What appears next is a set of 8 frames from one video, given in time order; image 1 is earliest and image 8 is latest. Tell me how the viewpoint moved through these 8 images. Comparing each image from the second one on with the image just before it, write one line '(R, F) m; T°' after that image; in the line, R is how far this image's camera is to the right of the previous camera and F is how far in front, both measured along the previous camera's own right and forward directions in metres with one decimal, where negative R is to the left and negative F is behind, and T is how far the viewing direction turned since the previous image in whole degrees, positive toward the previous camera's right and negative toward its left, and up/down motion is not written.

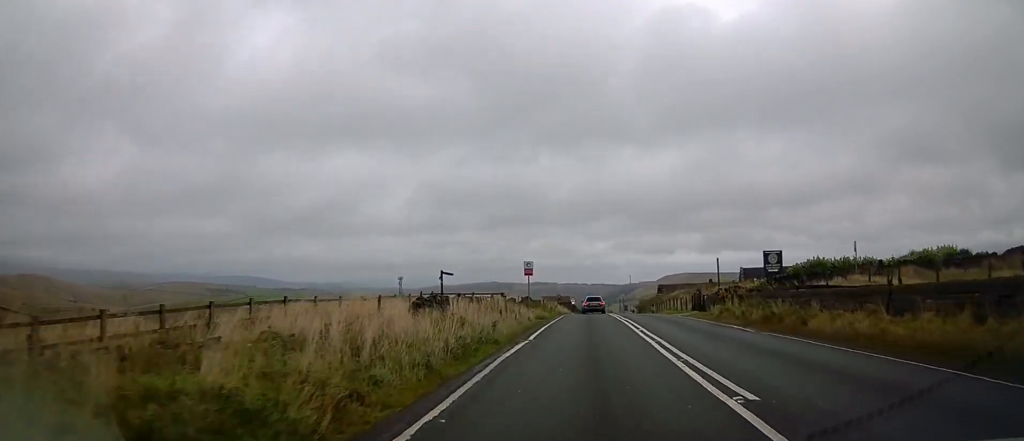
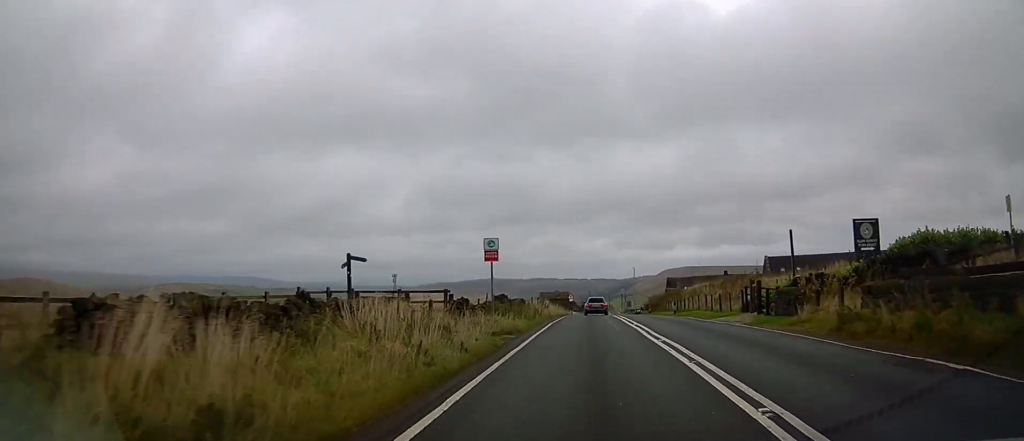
(+0.1, +12.5) m; 0°
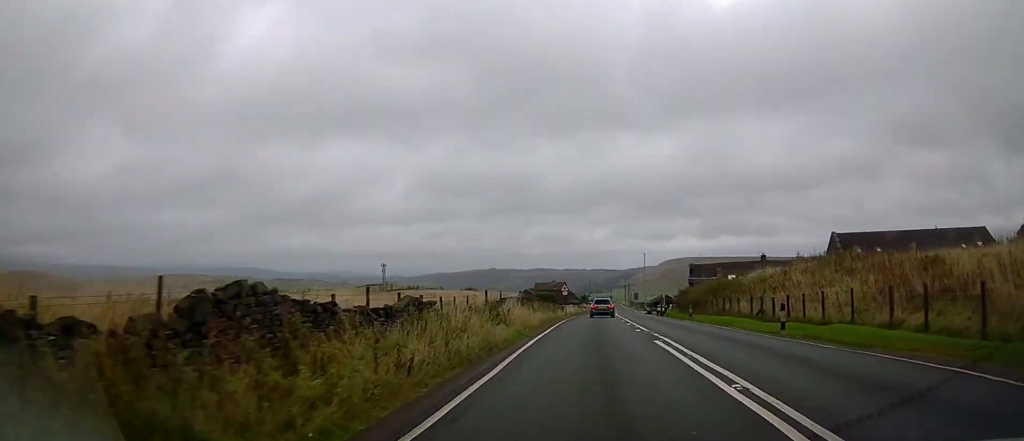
(-0.2, +21.7) m; 0°
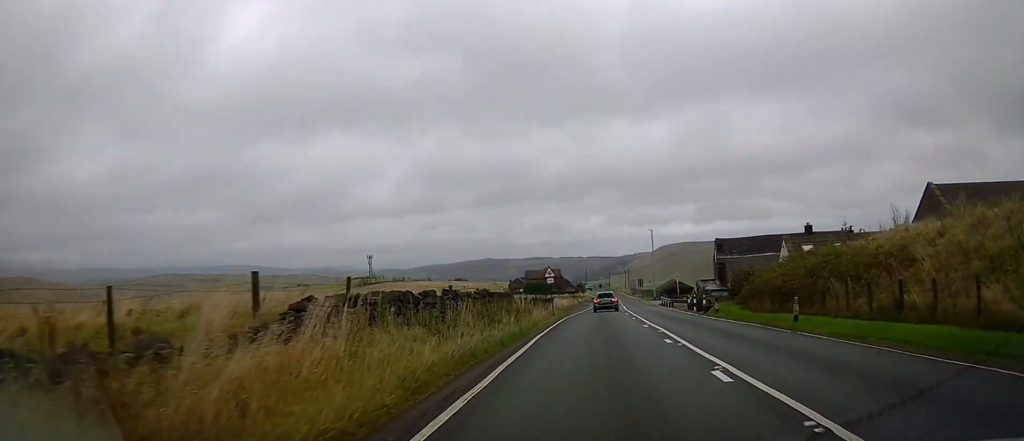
(+0.2, +18.0) m; +1°
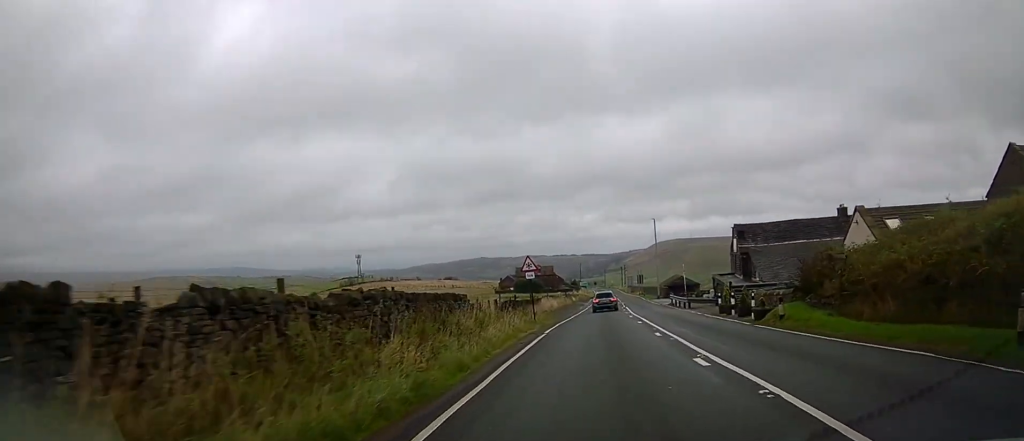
(+0.1, +9.9) m; 0°
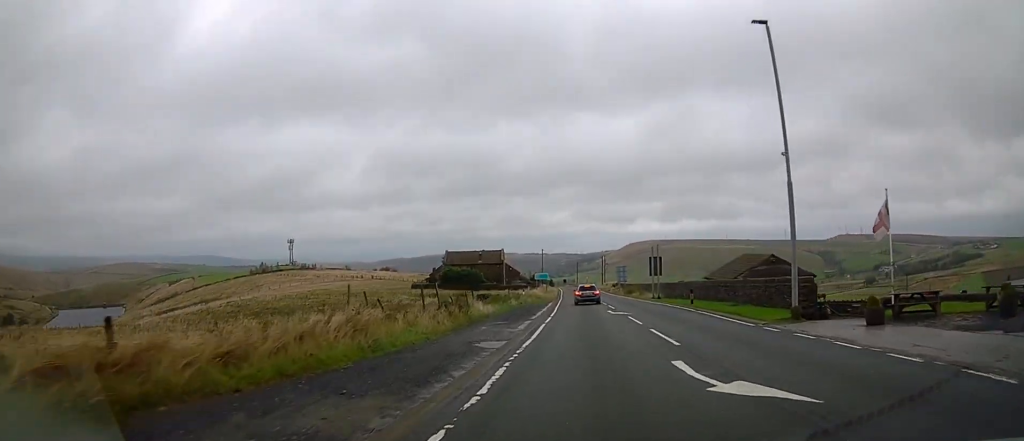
(+1.1, +53.9) m; +2°
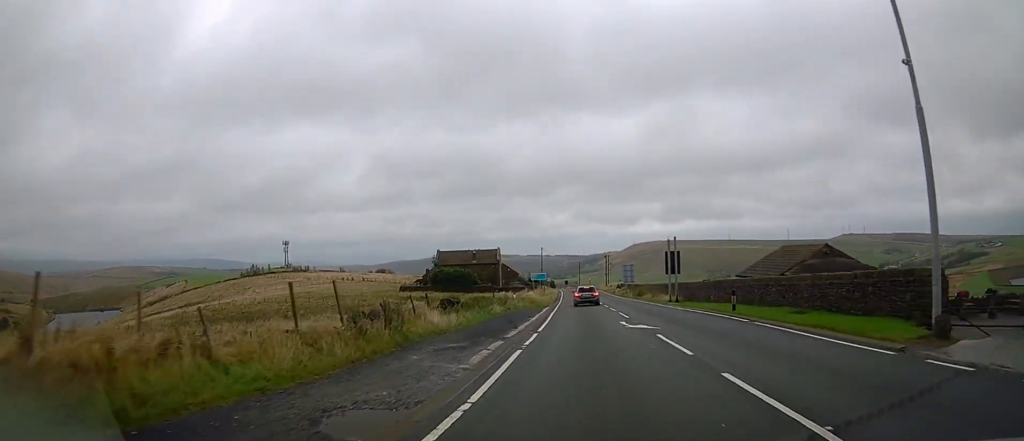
(0.0, +8.2) m; 0°
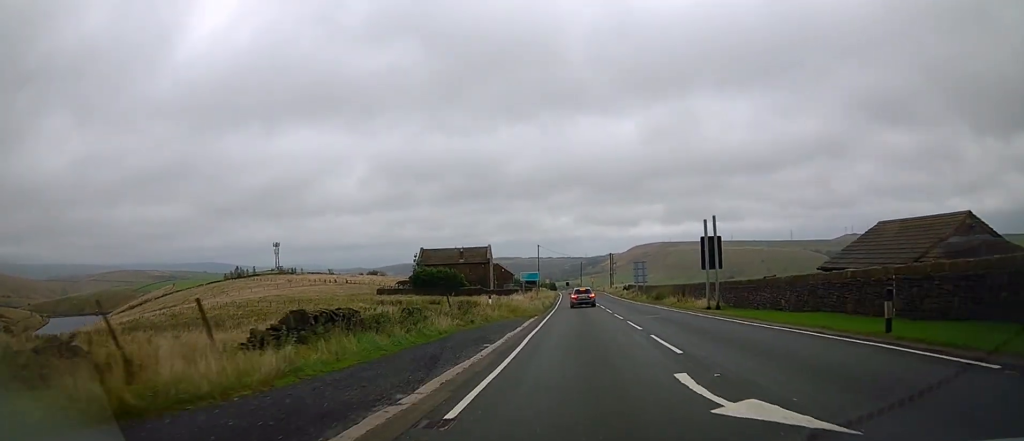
(0.0, +11.9) m; 0°
